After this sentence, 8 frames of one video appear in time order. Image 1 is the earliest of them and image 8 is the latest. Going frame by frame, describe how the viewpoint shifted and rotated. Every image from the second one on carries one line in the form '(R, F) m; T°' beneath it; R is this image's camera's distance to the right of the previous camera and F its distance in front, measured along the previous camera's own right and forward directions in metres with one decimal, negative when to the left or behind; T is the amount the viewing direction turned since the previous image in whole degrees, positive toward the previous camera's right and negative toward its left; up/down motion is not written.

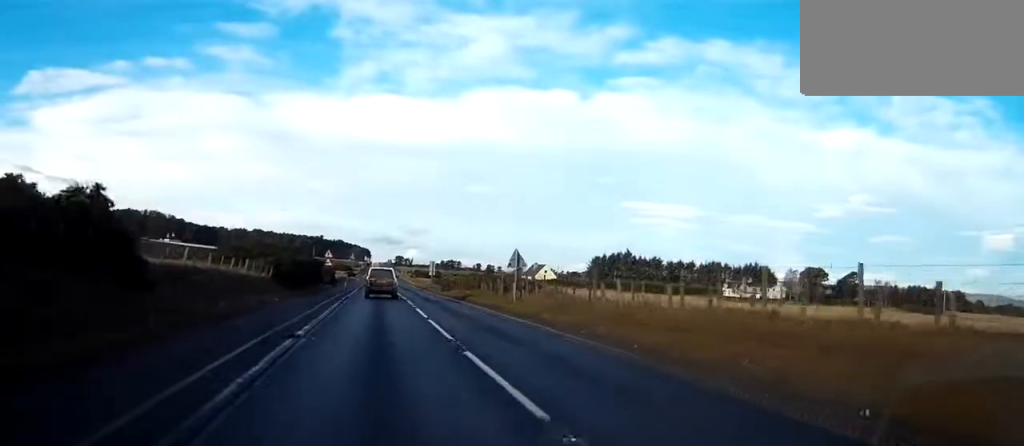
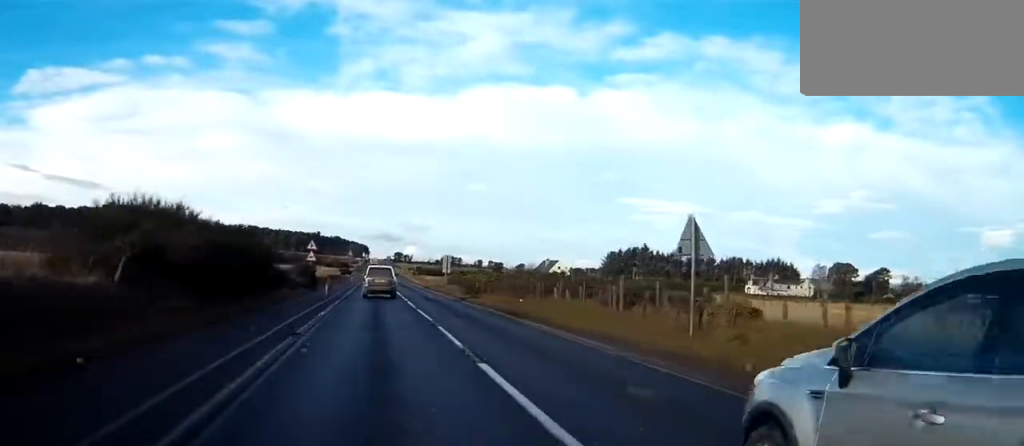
(-0.1, +19.7) m; 0°
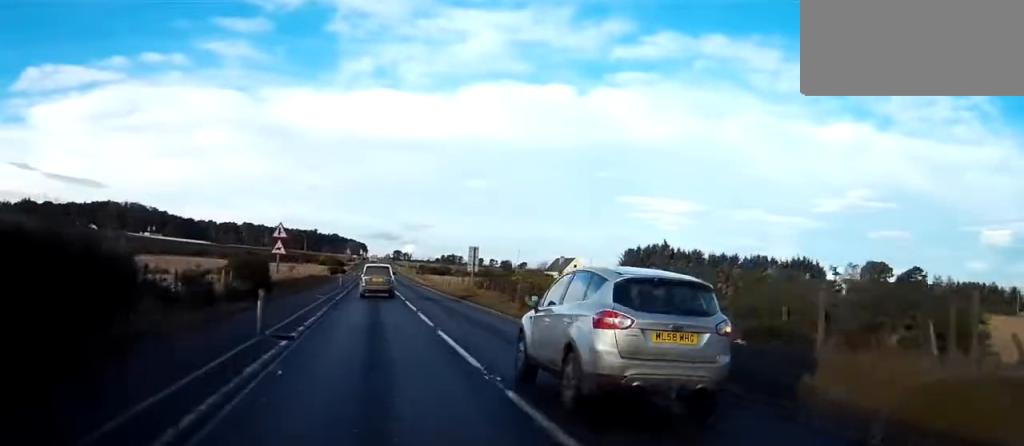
(+0.1, +20.3) m; 0°
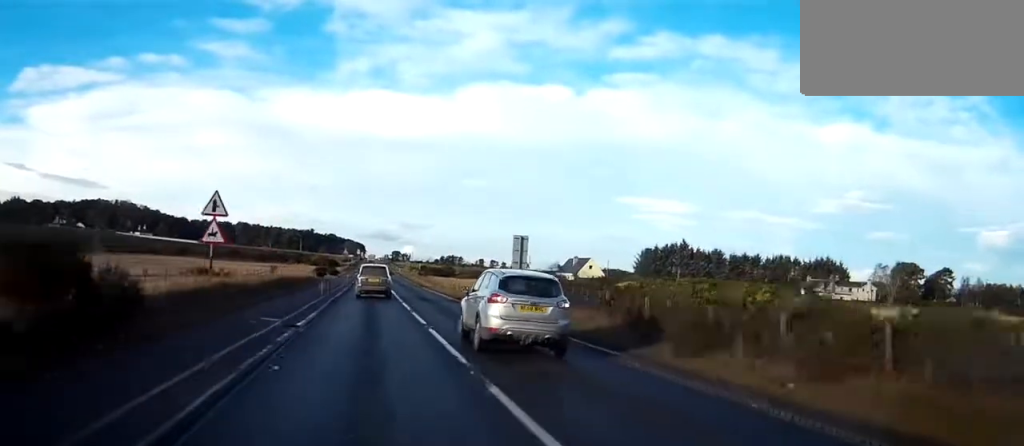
(+0.1, +17.1) m; 0°
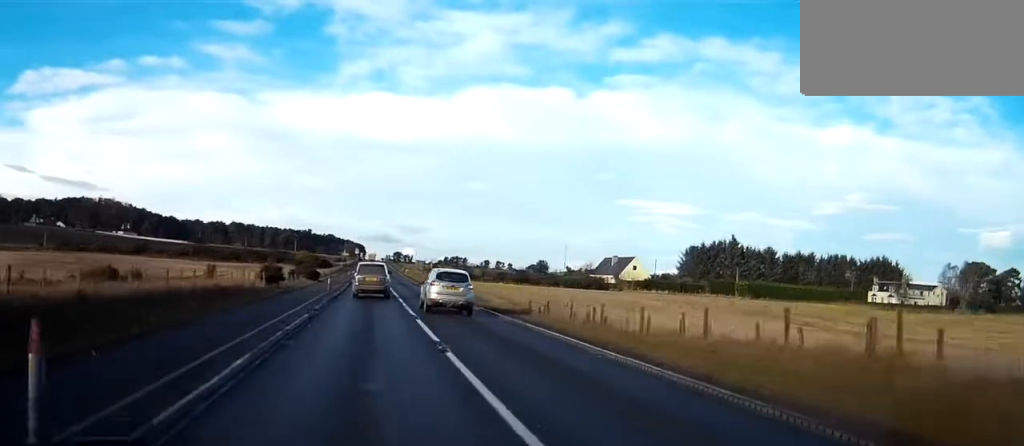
(0.0, +33.0) m; +1°
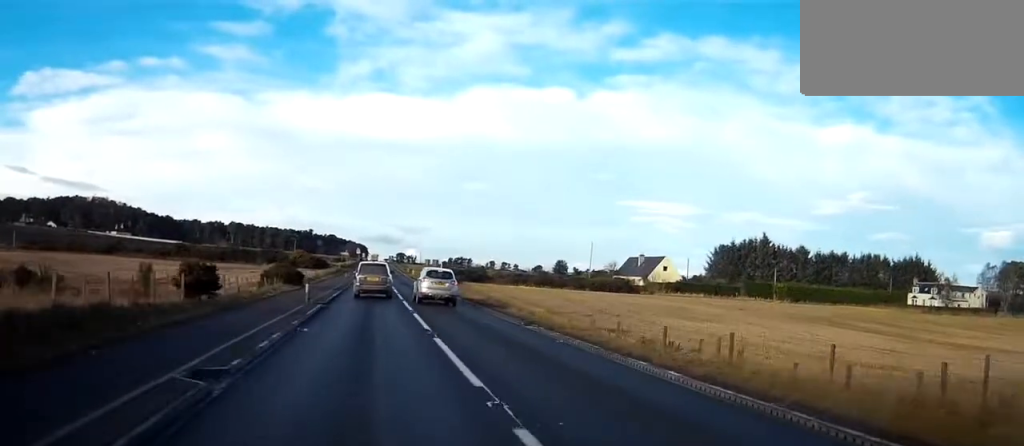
(+0.3, +16.0) m; 0°
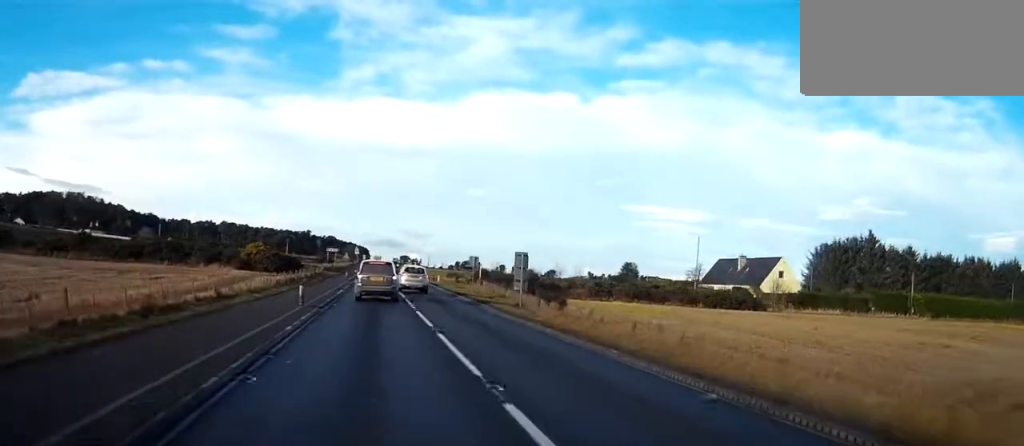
(-0.7, +43.7) m; -1°
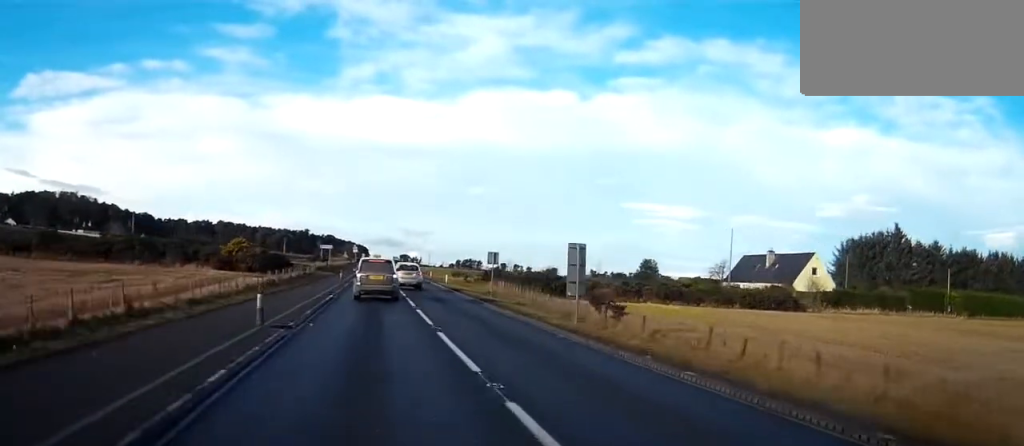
(0.0, +8.9) m; 0°
